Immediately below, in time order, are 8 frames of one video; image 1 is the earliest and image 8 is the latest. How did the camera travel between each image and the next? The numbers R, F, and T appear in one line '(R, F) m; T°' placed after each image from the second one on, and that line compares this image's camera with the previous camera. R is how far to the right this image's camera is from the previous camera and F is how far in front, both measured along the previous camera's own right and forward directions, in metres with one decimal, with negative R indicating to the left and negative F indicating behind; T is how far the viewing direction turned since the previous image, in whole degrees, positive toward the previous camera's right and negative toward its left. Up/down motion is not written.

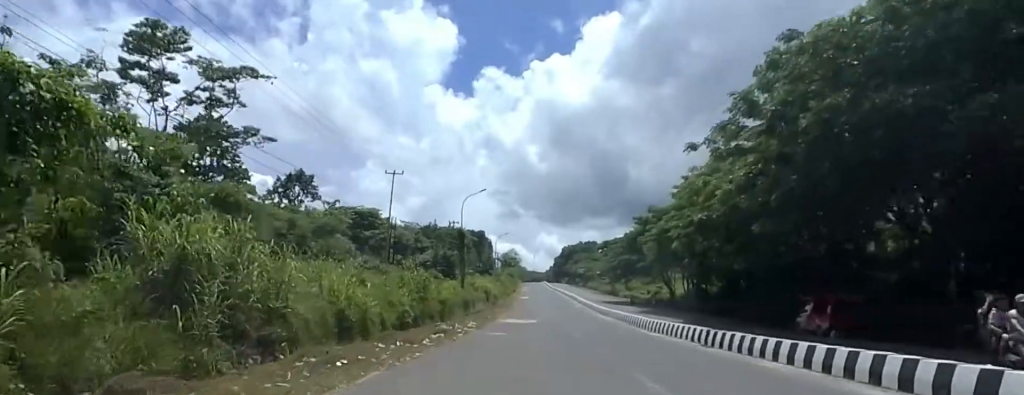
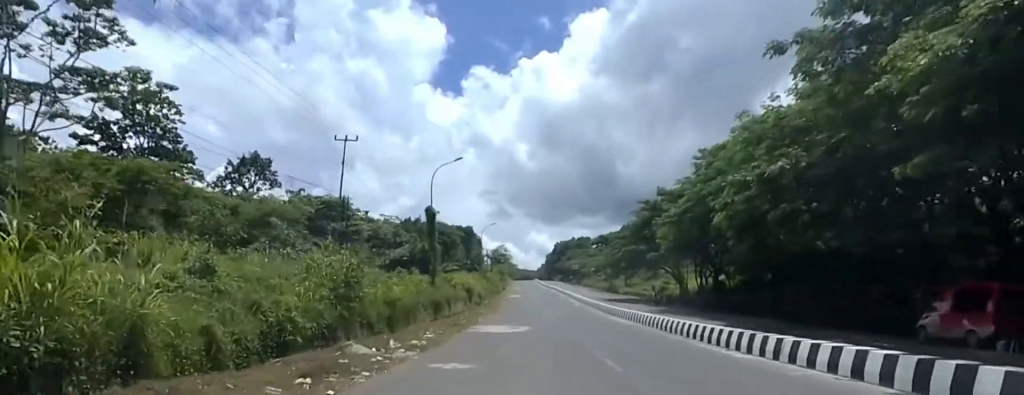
(+0.3, +10.7) m; +4°
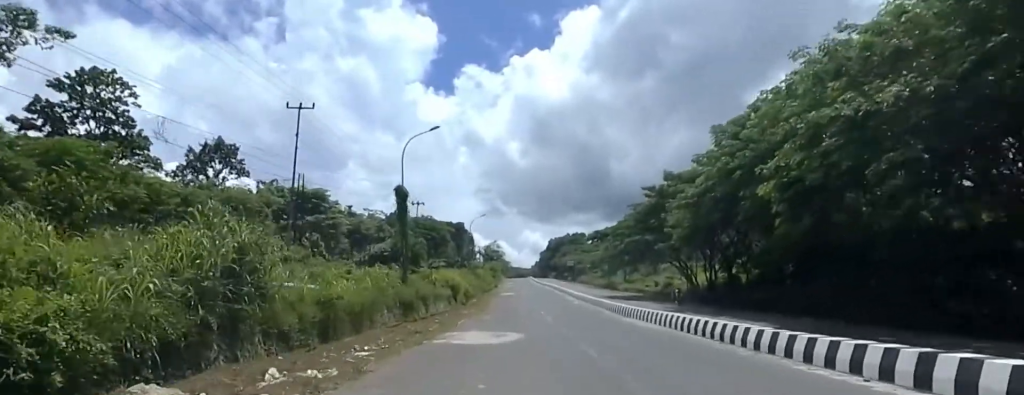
(+0.3, +6.5) m; +2°
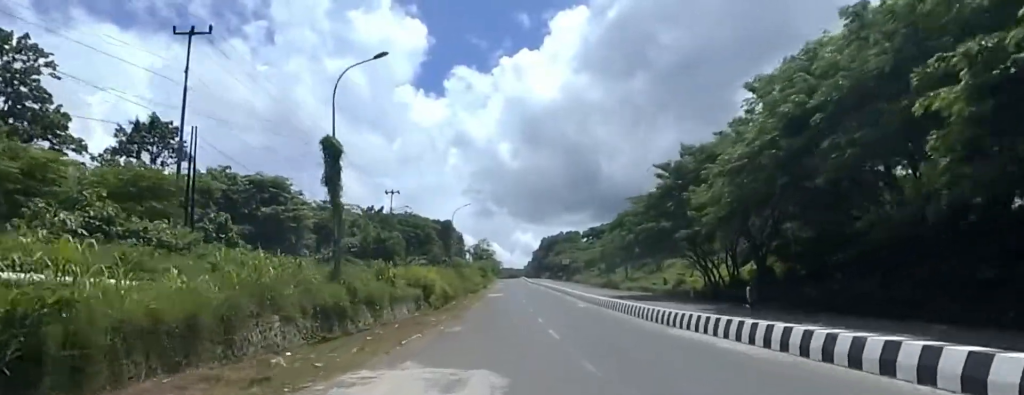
(+0.1, +10.8) m; -3°
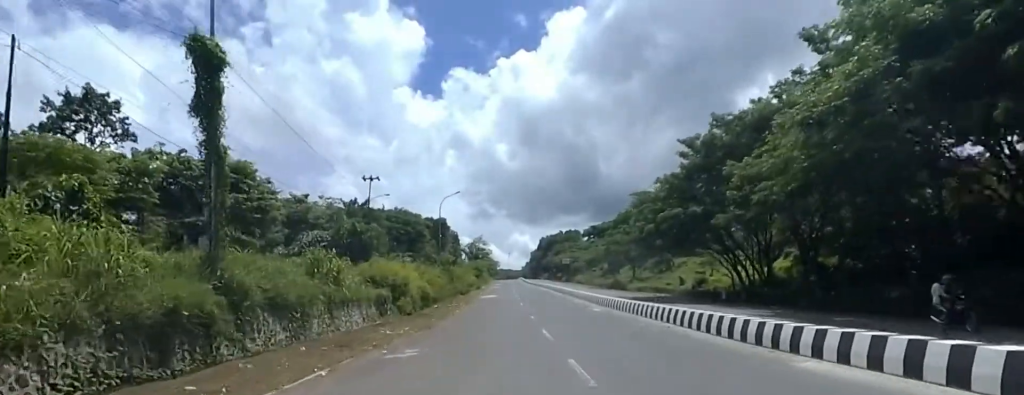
(-0.5, +9.5) m; -6°
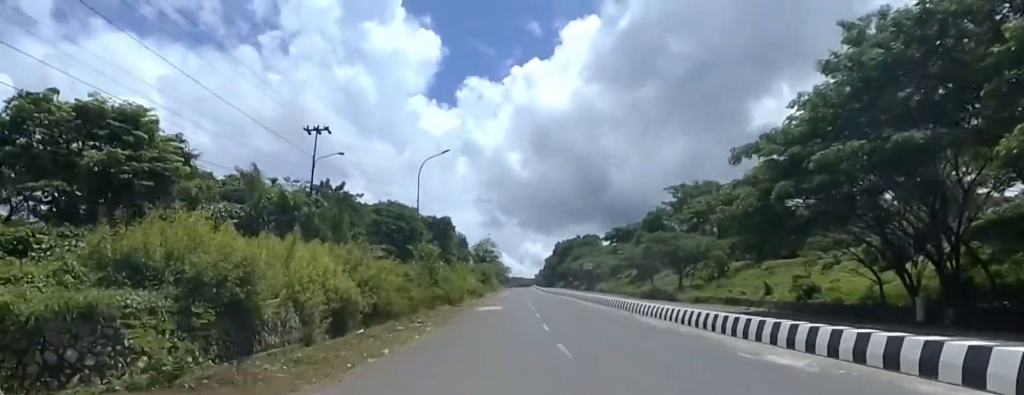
(-1.4, +21.1) m; +1°
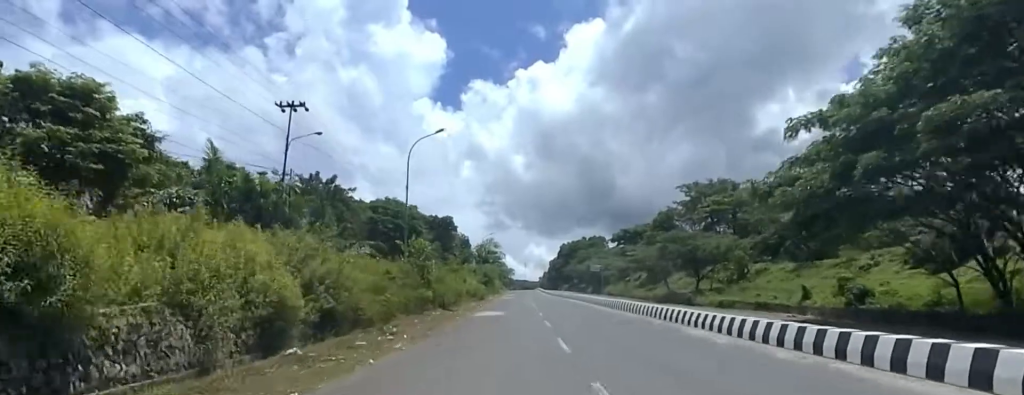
(+0.8, +5.7) m; +2°
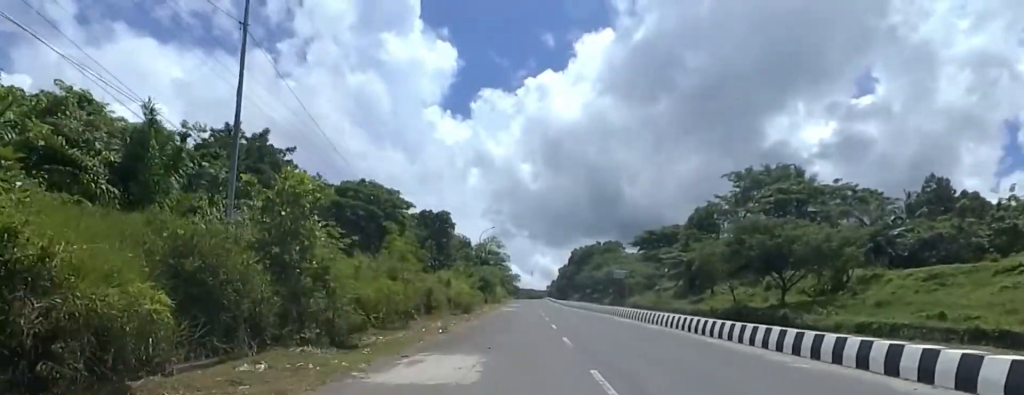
(-0.3, +21.9) m; -2°
